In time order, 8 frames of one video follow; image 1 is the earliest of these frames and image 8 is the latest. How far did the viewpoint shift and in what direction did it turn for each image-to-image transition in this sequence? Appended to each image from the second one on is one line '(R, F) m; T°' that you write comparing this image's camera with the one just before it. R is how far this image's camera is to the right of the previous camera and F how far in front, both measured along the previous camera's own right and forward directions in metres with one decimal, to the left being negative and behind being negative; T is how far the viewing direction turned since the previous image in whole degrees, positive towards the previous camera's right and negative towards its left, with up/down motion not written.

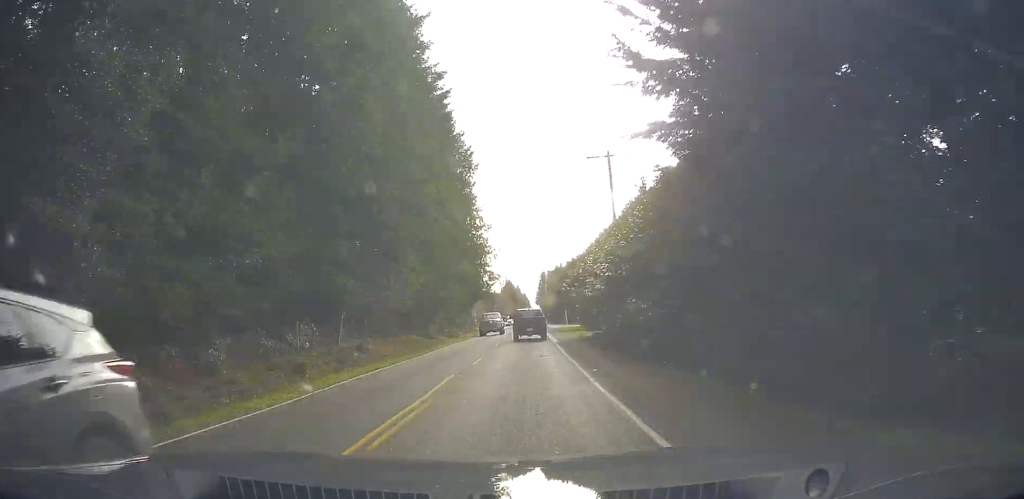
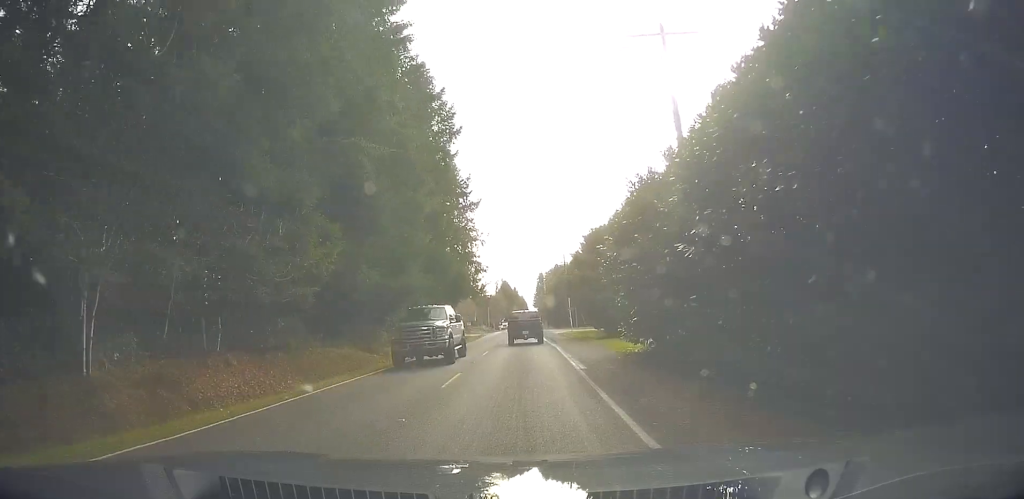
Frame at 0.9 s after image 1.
(+0.1, +16.8) m; +1°
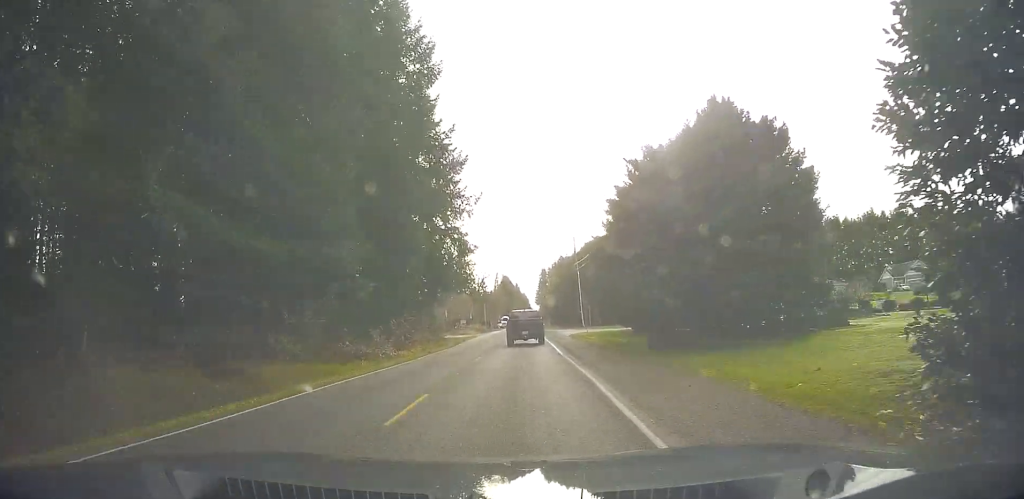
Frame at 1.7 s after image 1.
(+0.2, +16.3) m; 0°
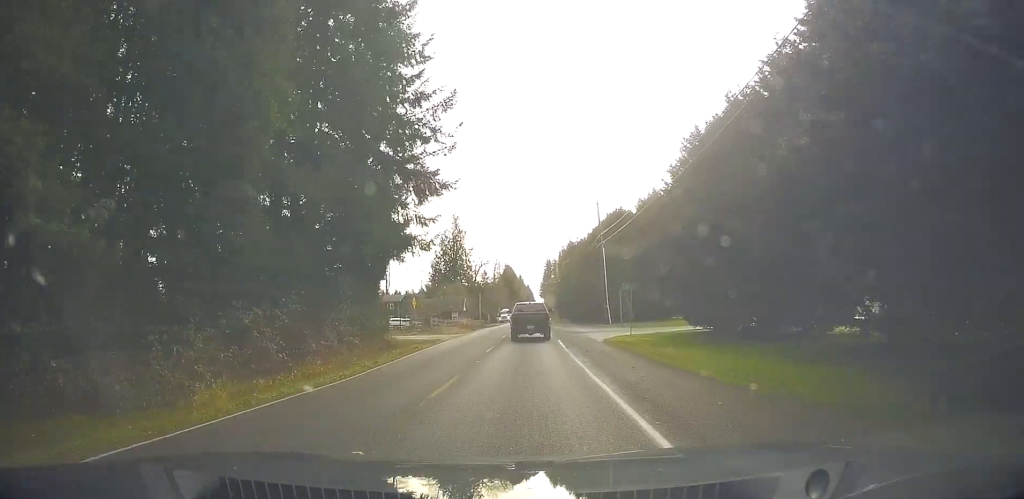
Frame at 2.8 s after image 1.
(-0.3, +21.3) m; -3°
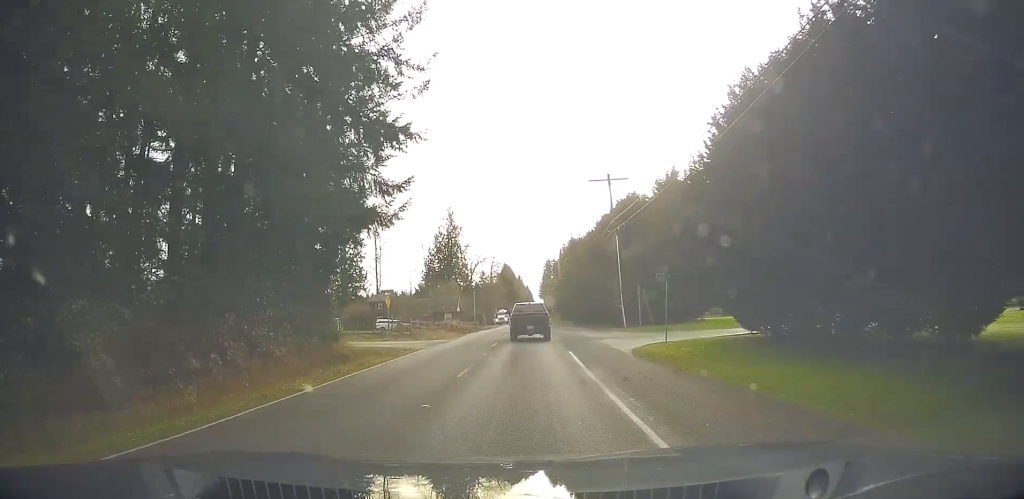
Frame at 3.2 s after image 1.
(-0.1, +8.9) m; -1°
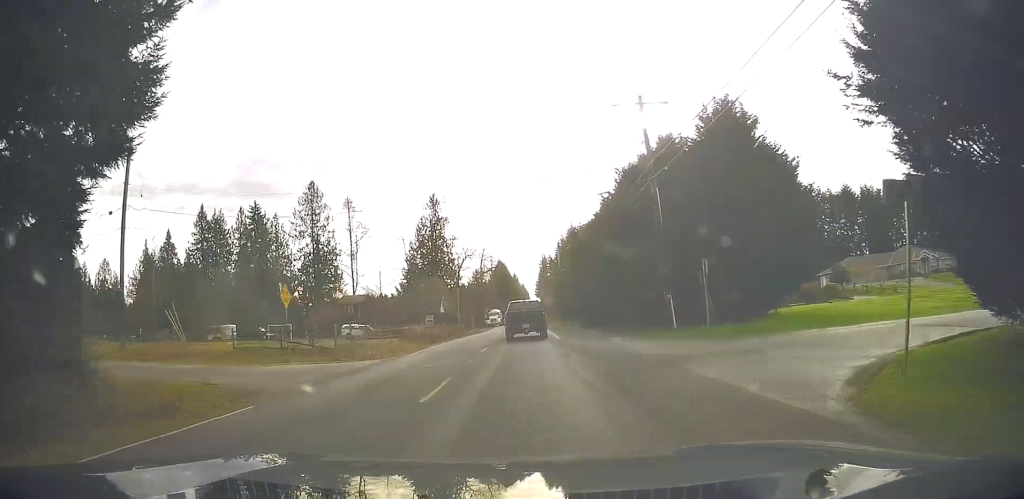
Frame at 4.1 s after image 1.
(-0.4, +17.1) m; +2°
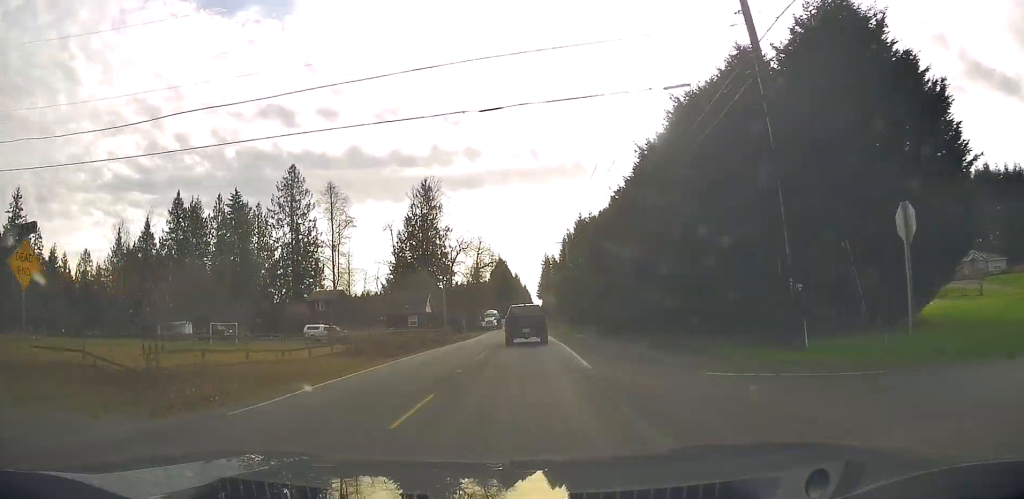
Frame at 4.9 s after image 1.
(+0.8, +14.8) m; +2°
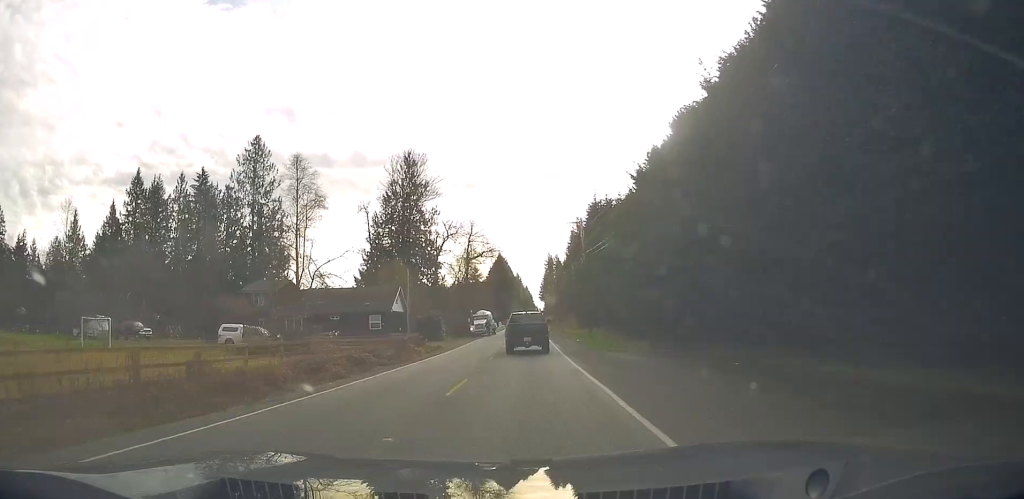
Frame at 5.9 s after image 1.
(0.0, +20.6) m; 0°
